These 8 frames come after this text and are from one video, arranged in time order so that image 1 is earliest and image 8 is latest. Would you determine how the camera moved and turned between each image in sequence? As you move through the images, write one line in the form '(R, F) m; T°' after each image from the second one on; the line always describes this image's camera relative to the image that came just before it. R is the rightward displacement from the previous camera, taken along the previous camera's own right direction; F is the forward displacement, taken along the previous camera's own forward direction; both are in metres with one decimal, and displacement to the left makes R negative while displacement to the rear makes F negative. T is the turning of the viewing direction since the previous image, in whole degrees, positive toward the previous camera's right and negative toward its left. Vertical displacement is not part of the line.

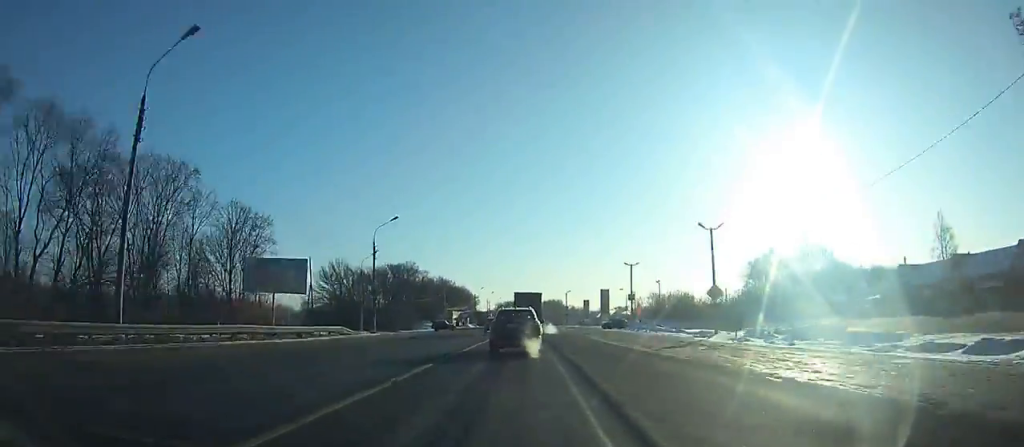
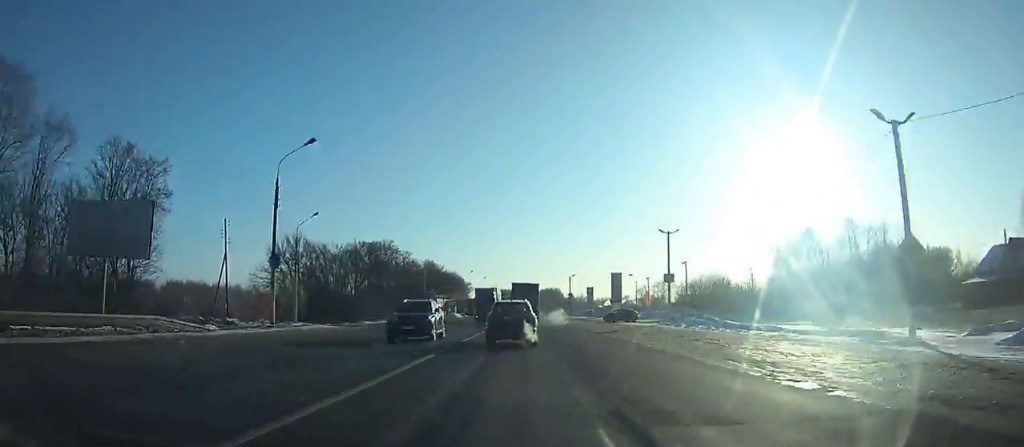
(0.0, +22.8) m; 0°
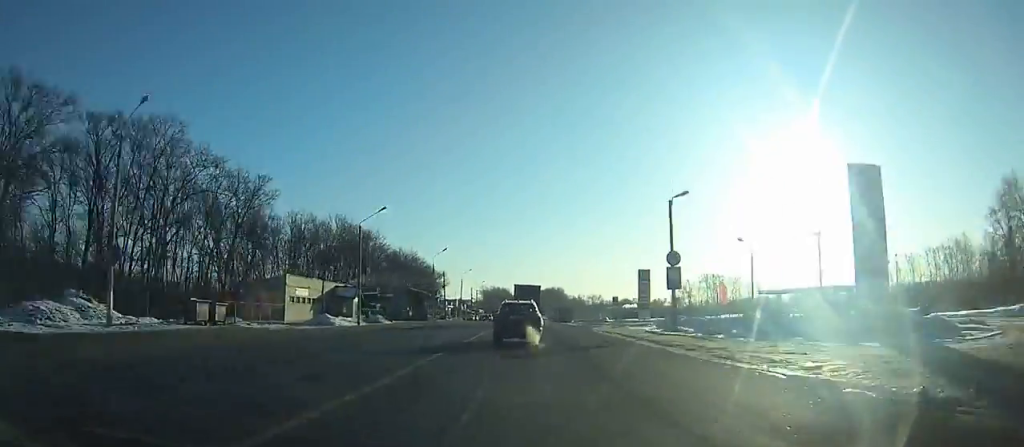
(-0.2, +85.7) m; 0°
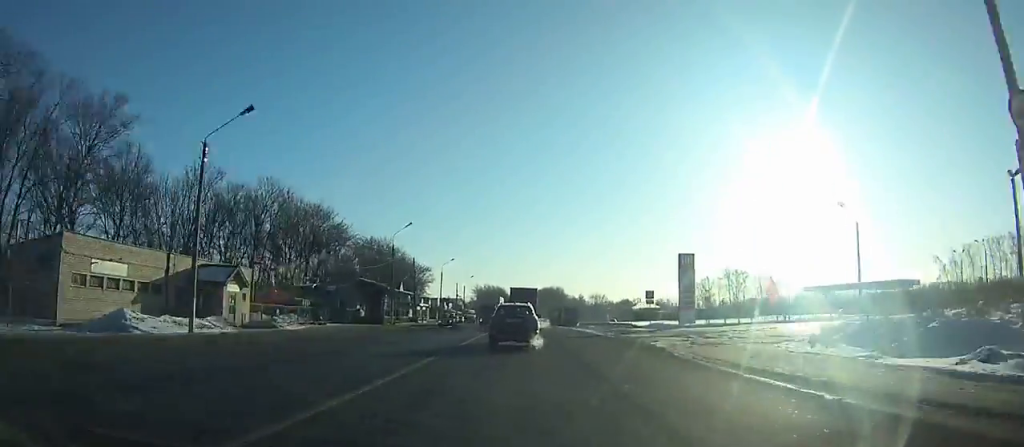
(+0.1, +26.7) m; 0°
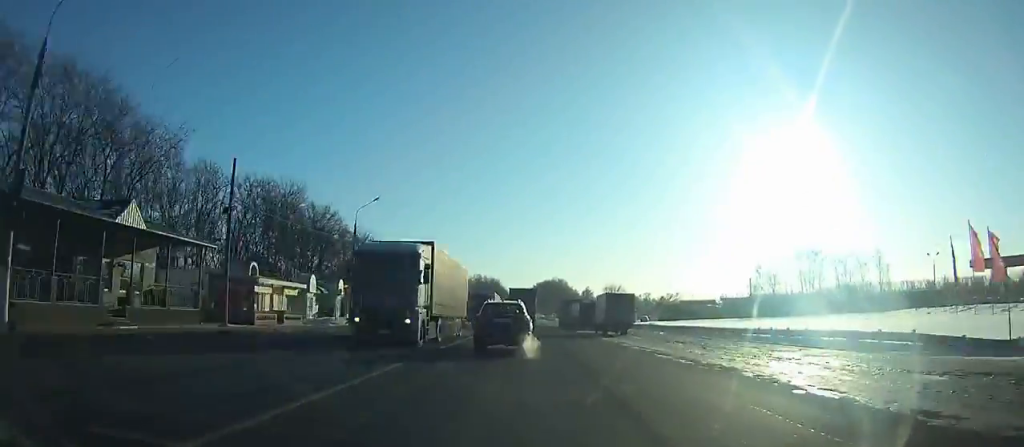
(+0.4, +52.0) m; 0°
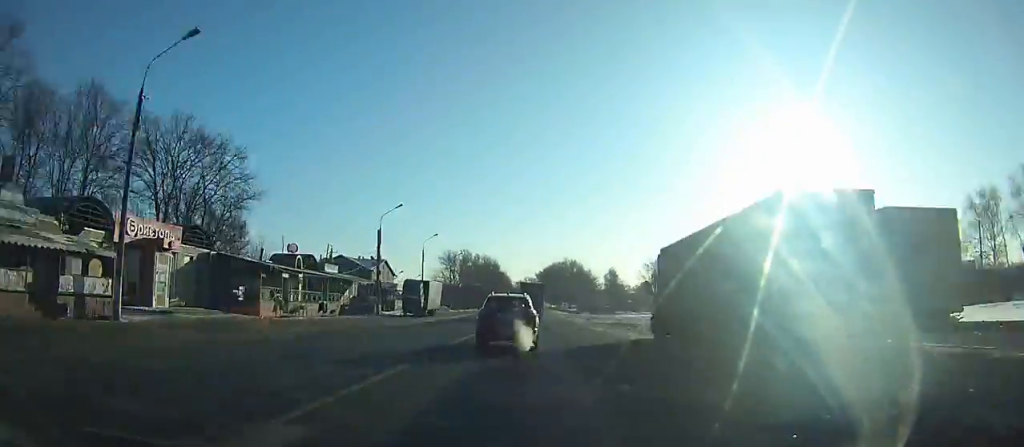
(-0.2, +72.0) m; 0°
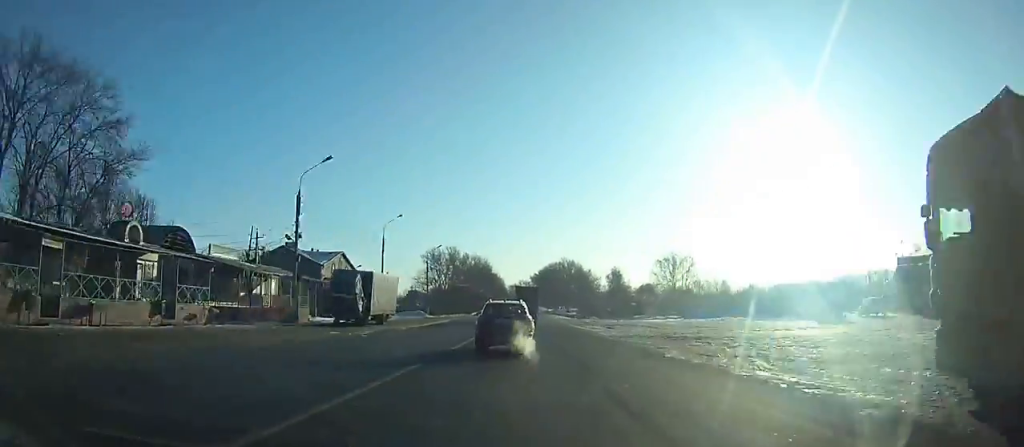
(0.0, +21.8) m; 0°
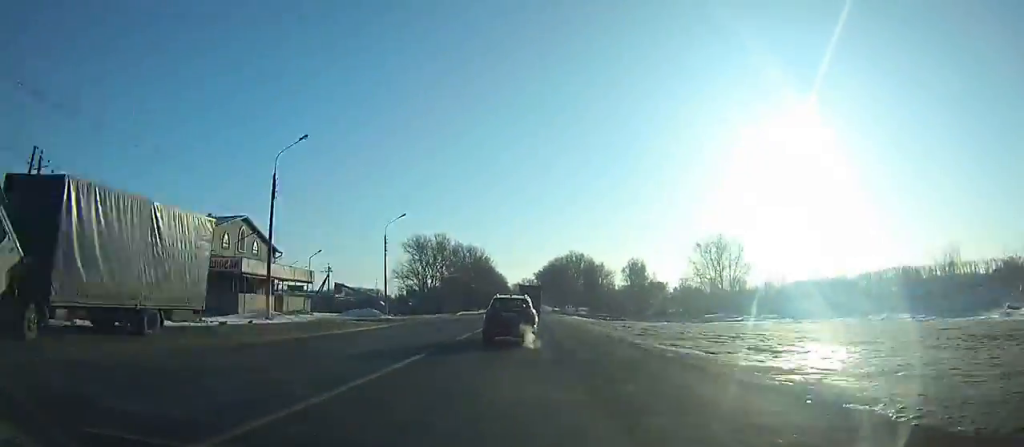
(+0.1, +30.4) m; 0°
